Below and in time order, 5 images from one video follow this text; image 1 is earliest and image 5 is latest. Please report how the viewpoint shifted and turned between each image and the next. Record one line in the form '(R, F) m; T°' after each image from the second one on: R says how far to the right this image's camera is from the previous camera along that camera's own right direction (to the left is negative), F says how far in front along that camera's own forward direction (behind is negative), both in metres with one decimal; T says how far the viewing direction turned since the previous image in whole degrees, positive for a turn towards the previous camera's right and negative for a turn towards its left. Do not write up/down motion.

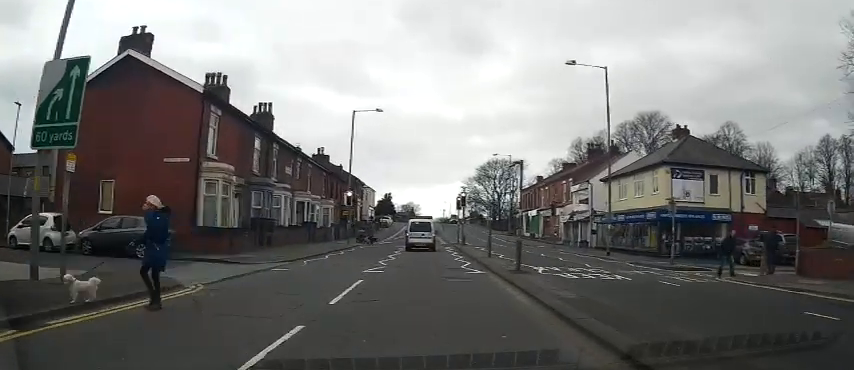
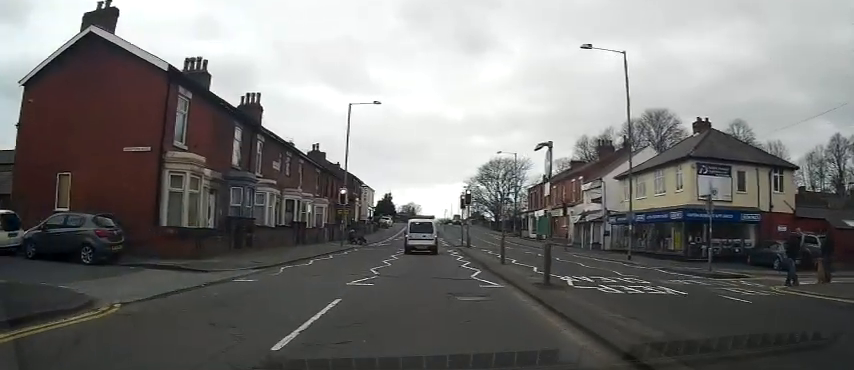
(-0.1, +3.5) m; +1°
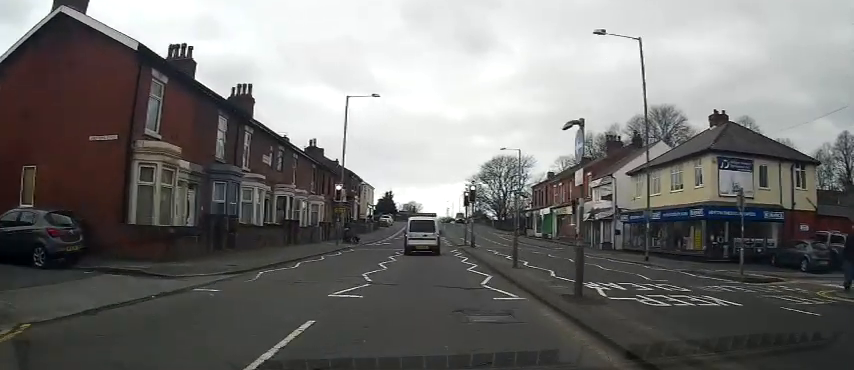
(0.0, +2.4) m; +1°
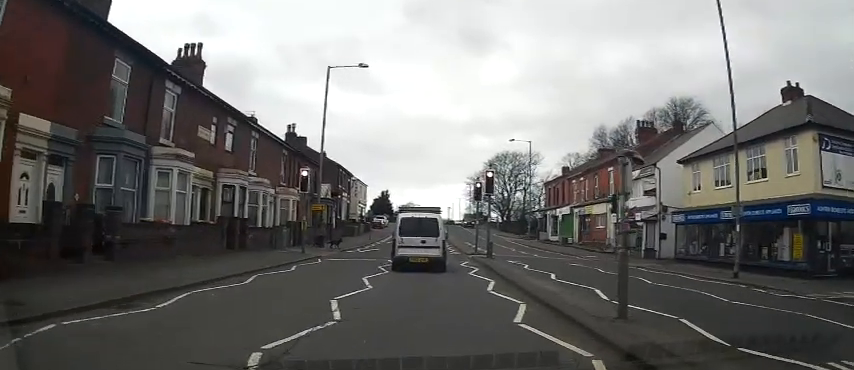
(+0.1, +9.3) m; -1°
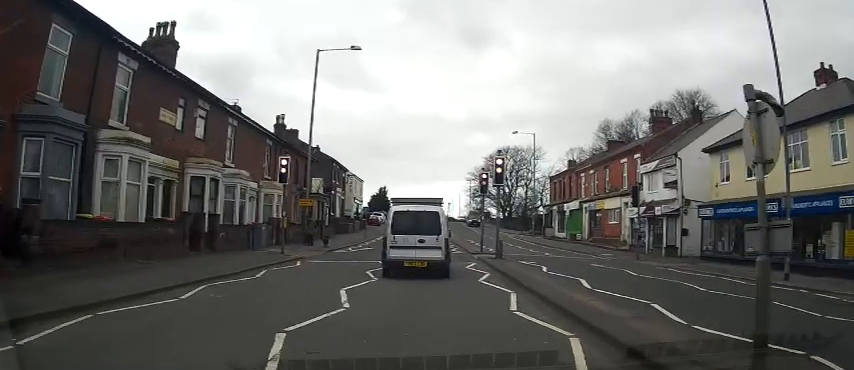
(-0.1, +3.2) m; -2°
